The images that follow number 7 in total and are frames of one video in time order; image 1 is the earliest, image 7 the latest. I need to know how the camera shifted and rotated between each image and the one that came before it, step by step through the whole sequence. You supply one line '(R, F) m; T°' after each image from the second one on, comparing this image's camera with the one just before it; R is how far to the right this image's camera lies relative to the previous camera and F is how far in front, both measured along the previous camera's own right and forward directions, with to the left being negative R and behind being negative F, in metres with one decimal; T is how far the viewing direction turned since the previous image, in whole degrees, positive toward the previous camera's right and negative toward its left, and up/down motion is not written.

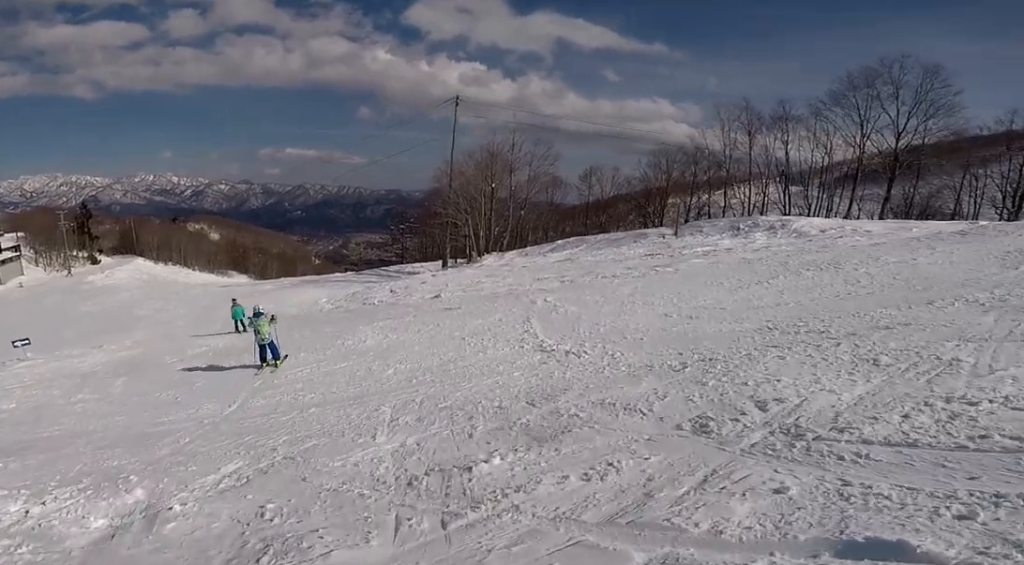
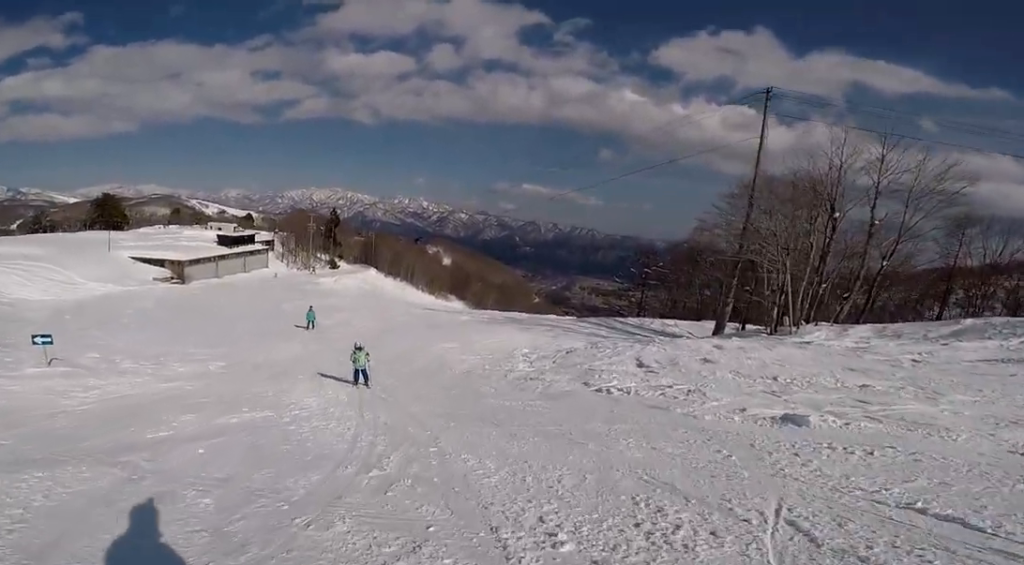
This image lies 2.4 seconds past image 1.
(-0.1, +11.7) m; -4°
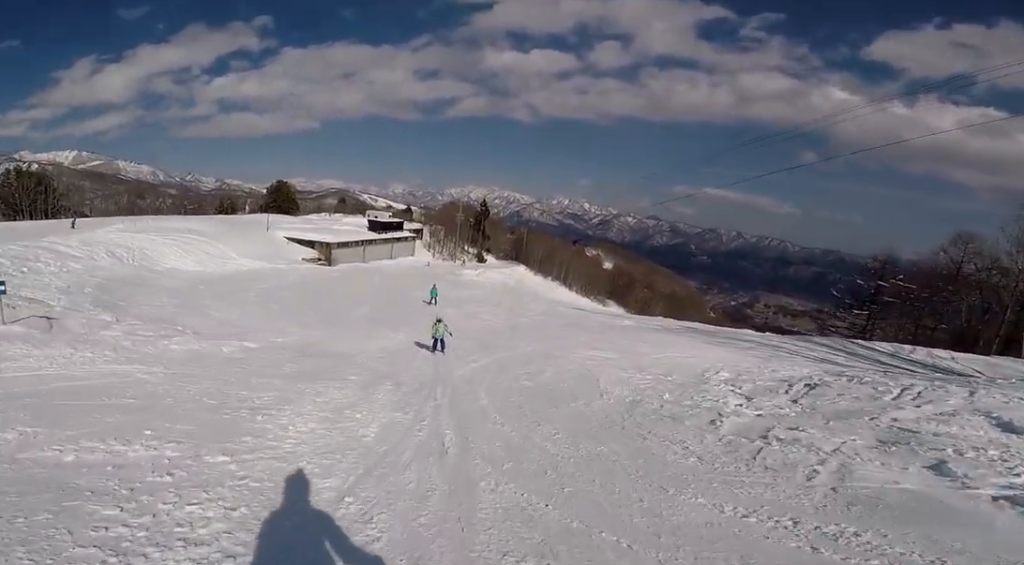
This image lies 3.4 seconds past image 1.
(-0.3, +5.7) m; -18°
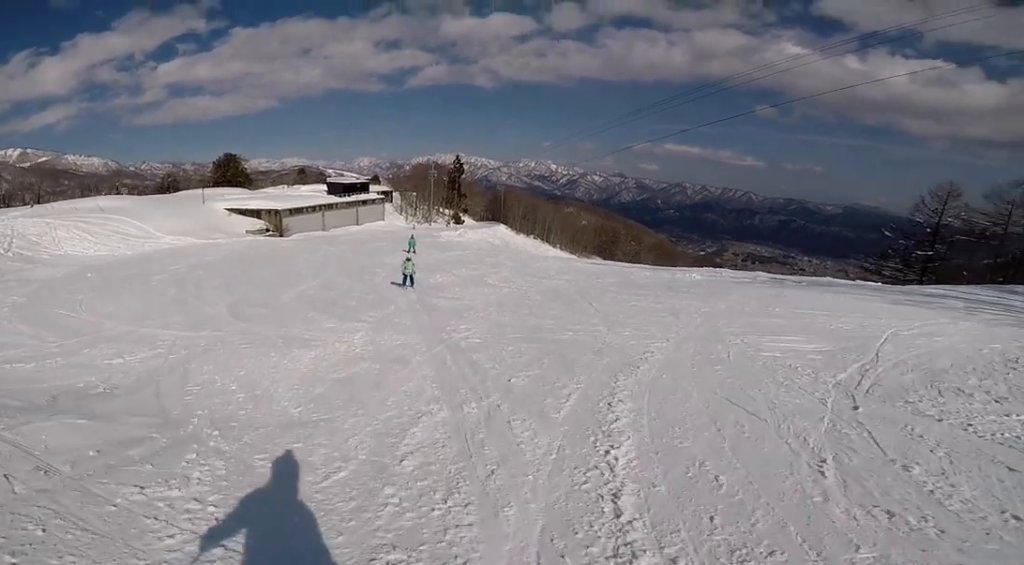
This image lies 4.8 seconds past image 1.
(-2.4, +10.0) m; -12°
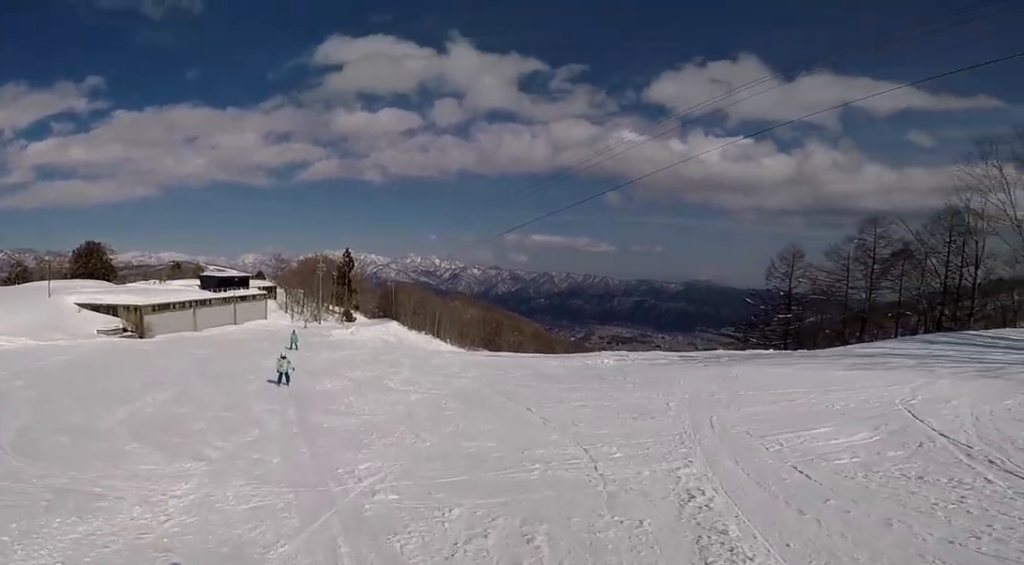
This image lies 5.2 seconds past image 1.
(-0.3, +3.7) m; +3°
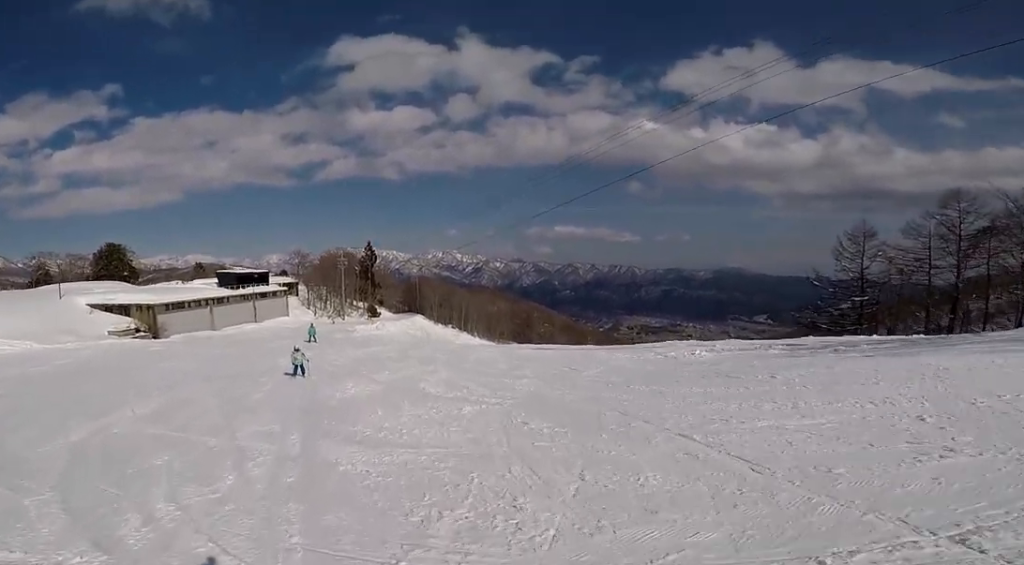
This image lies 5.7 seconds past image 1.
(+0.4, +3.9) m; 0°
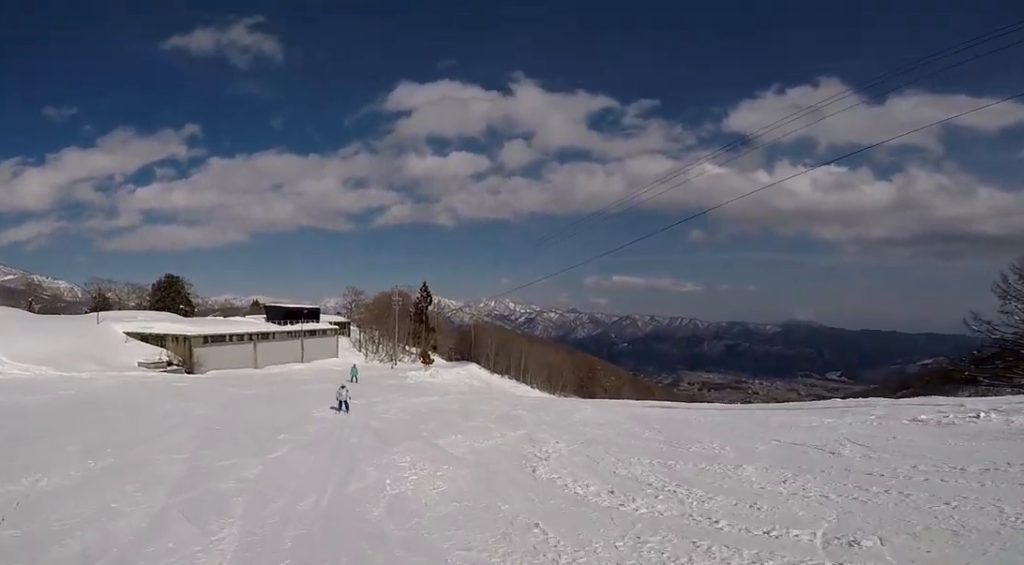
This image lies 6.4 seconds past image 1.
(+0.4, +6.1) m; 0°
